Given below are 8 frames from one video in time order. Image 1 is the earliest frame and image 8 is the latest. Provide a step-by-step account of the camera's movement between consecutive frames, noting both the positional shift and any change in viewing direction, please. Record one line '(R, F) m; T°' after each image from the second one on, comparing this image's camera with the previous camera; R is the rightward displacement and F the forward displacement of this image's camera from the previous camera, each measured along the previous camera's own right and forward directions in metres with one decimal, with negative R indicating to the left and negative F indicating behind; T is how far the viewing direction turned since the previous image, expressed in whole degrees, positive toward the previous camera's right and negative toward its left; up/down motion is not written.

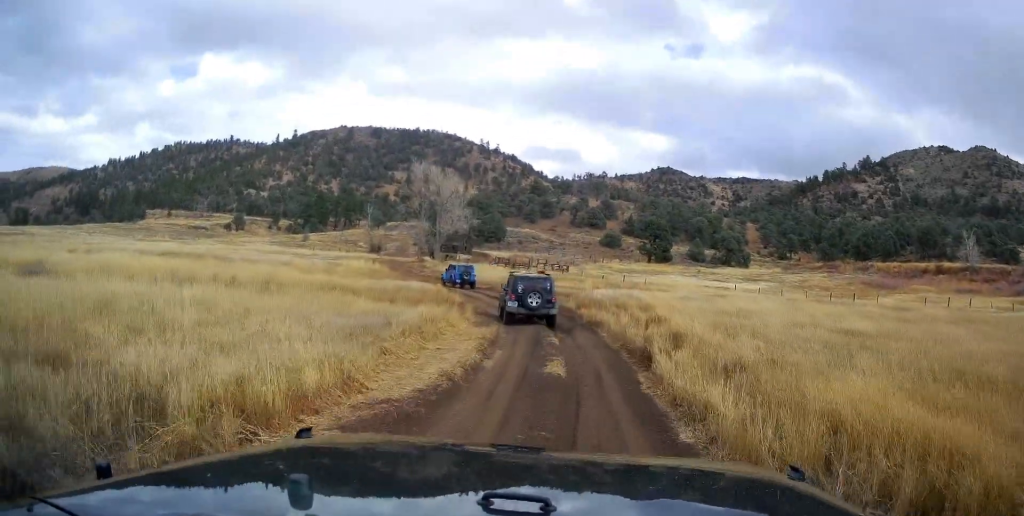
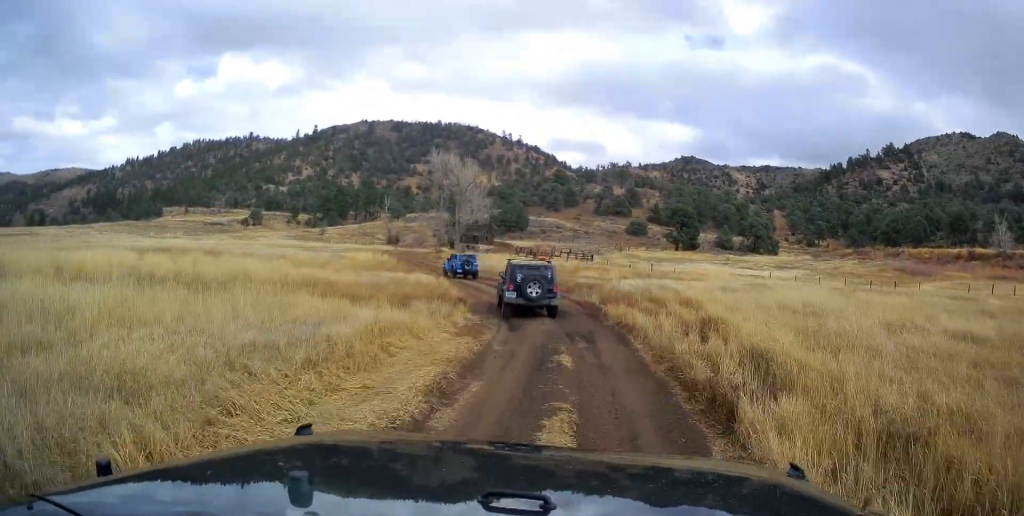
(-0.2, +4.7) m; -5°
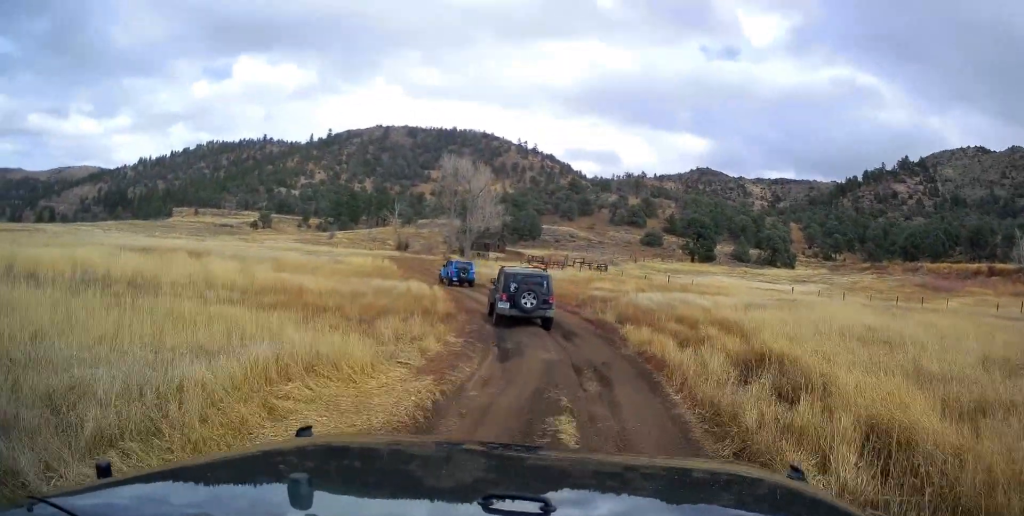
(0.0, +3.7) m; -5°
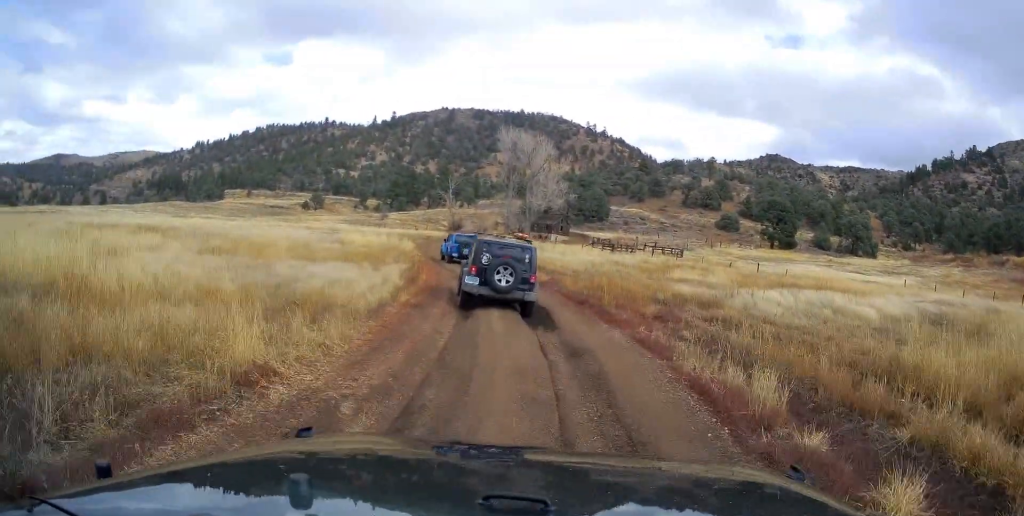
(-1.4, +12.6) m; -2°
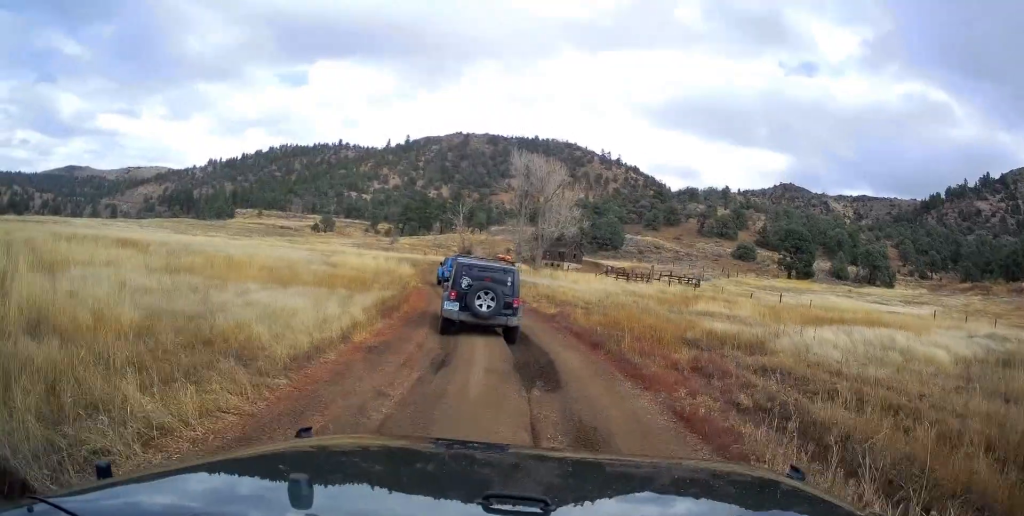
(+0.4, +3.4) m; -2°
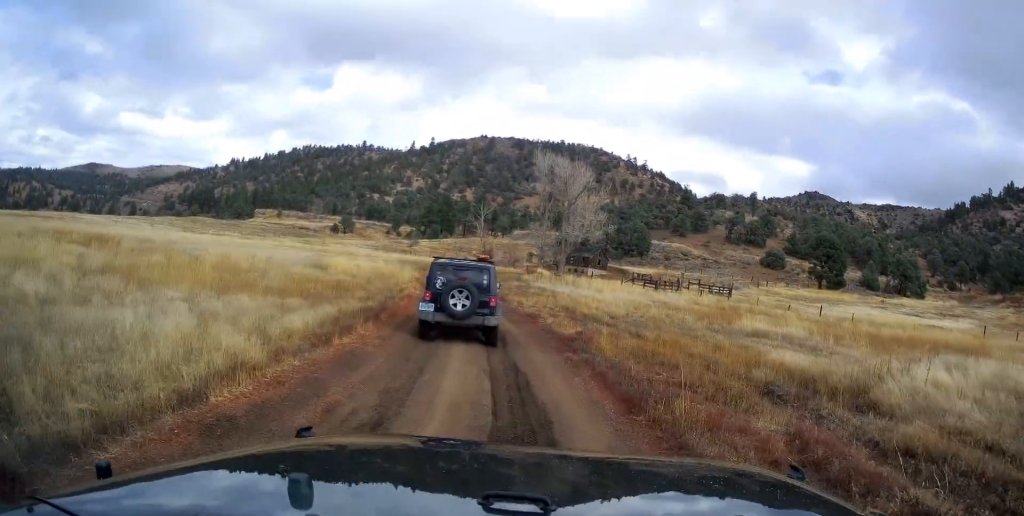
(-0.5, +4.7) m; -5°
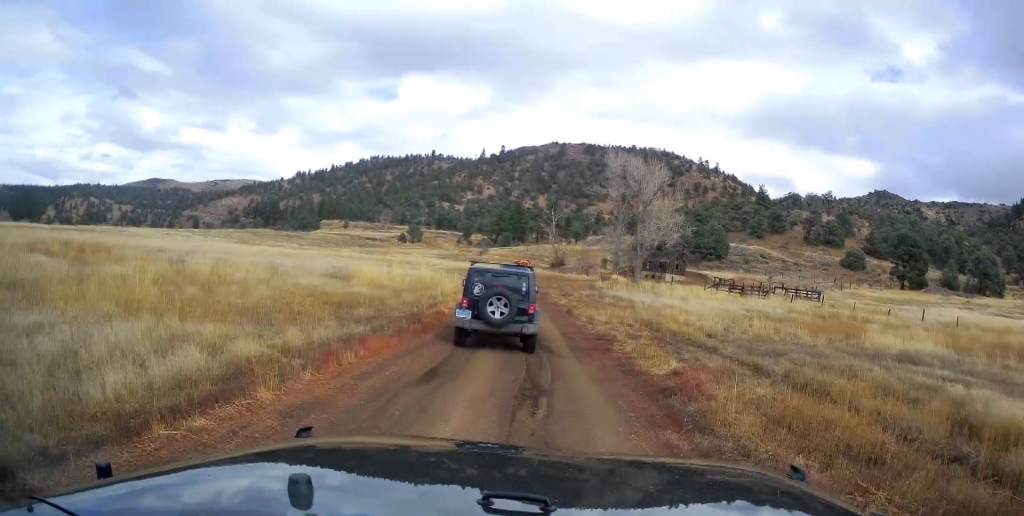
(-0.1, +6.0) m; -9°
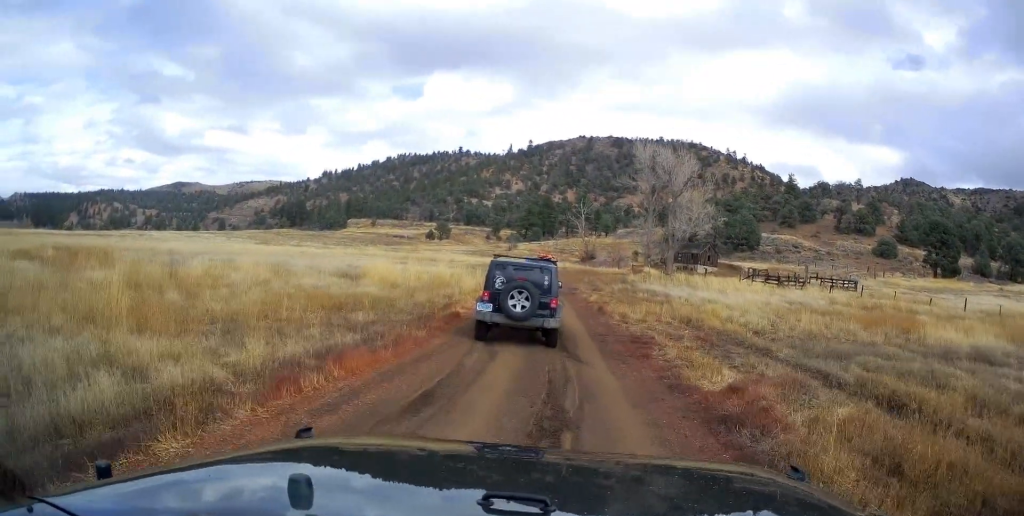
(-0.3, +2.1) m; -7°
